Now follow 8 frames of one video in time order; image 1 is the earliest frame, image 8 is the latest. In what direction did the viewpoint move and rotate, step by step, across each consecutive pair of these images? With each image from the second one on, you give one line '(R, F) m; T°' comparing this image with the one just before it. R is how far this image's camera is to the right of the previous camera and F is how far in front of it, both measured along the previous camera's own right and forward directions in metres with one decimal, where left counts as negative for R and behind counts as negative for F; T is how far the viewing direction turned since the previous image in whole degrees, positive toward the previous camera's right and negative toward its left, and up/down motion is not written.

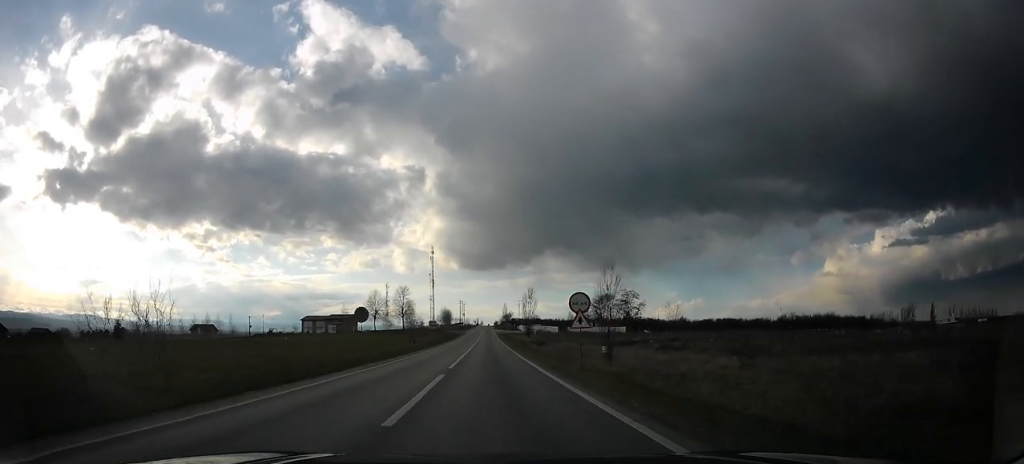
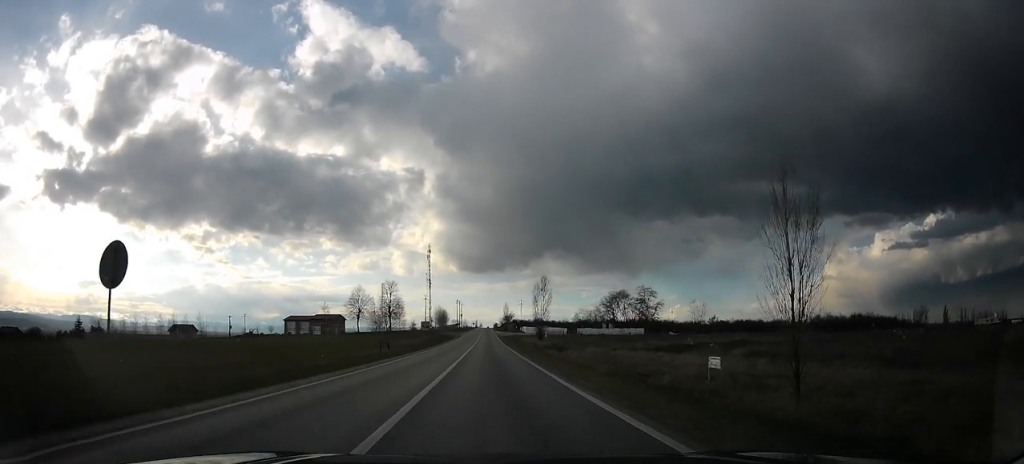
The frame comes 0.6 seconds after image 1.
(0.0, +17.7) m; 0°
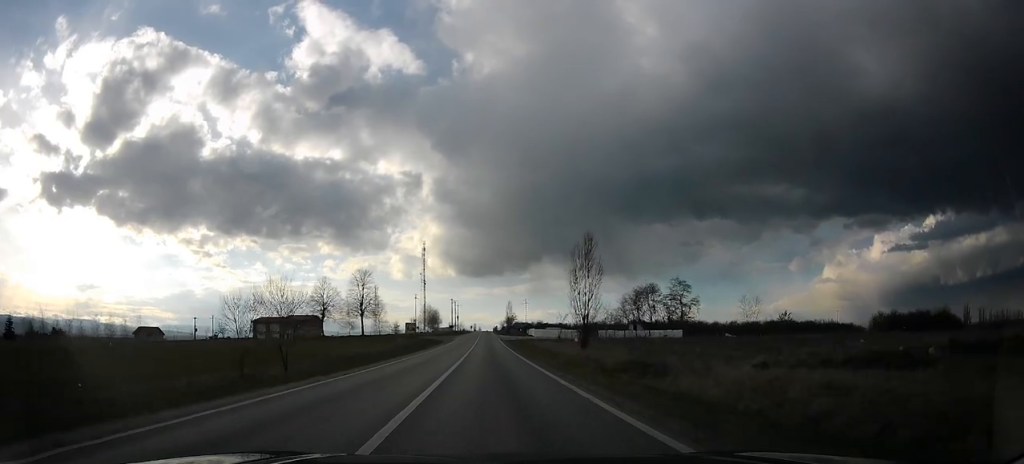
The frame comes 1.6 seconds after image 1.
(0.0, +26.3) m; 0°
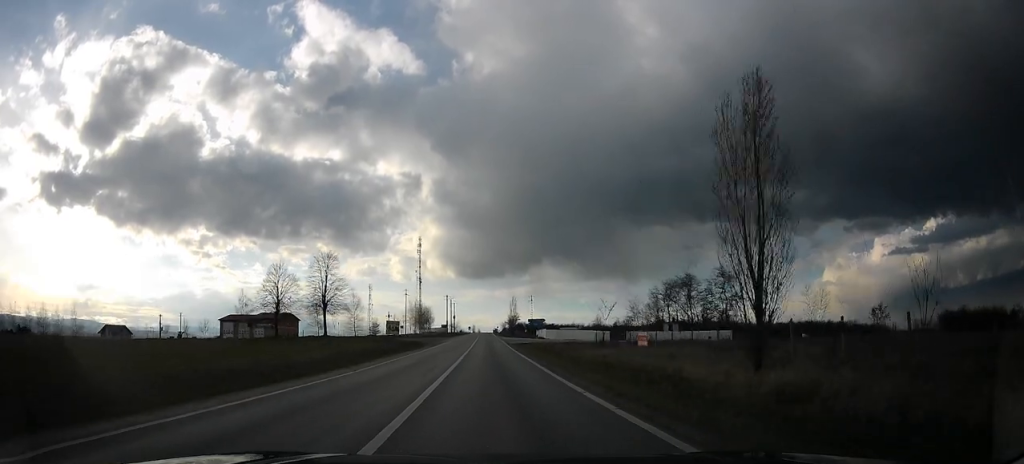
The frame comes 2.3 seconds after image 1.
(0.0, +21.8) m; 0°
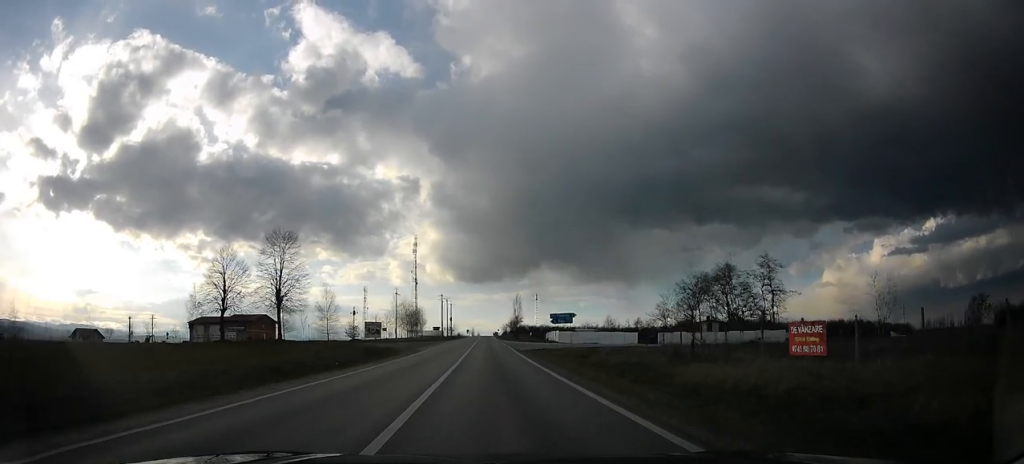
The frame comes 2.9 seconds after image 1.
(0.0, +16.3) m; 0°
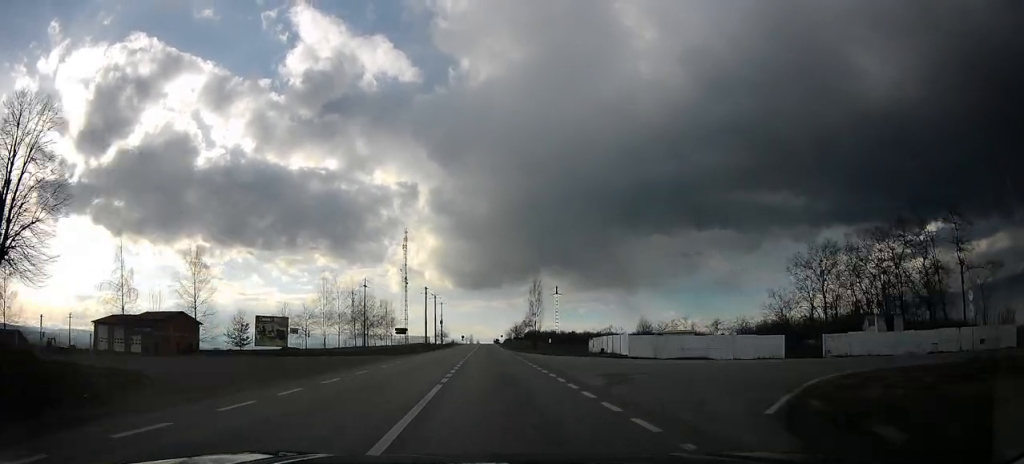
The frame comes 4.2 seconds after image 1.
(0.0, +37.8) m; 0°
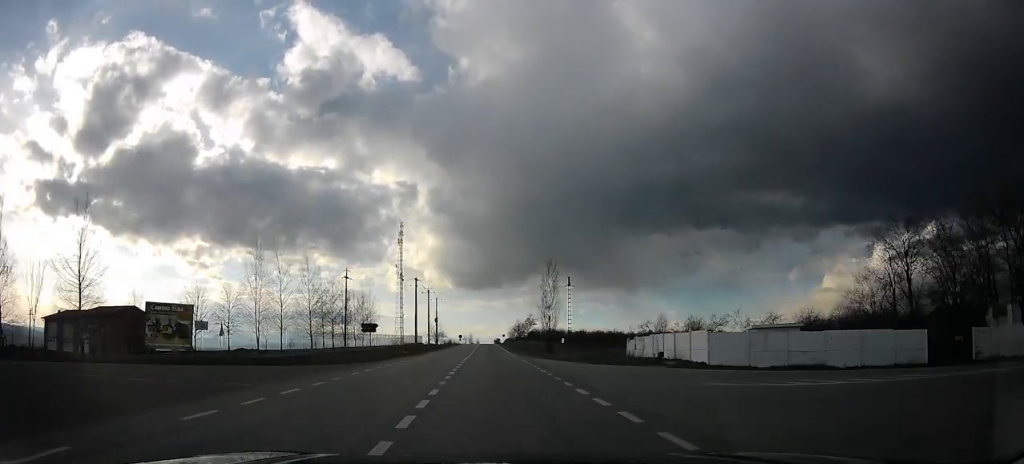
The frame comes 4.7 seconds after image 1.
(0.0, +14.7) m; 0°
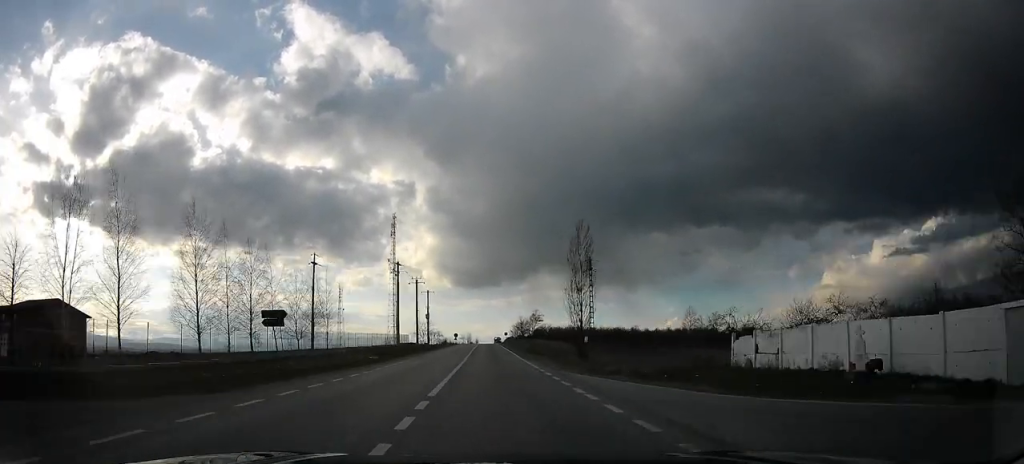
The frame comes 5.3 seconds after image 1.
(0.0, +17.7) m; 0°
